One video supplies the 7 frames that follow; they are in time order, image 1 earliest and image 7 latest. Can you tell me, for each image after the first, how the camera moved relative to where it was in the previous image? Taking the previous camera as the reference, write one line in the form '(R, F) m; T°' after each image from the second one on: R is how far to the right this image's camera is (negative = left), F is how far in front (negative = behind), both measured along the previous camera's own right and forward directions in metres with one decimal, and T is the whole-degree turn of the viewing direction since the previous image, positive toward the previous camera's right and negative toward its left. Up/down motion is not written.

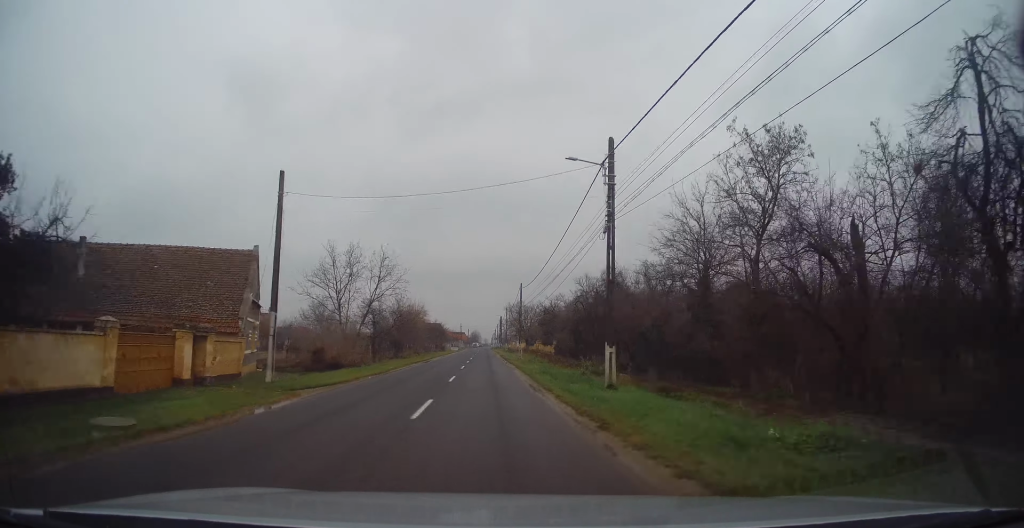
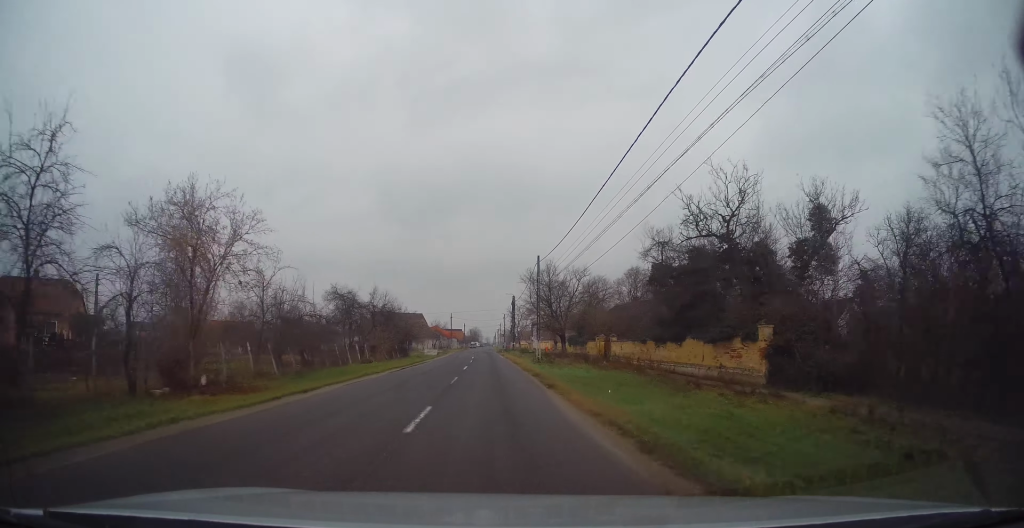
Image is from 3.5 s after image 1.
(+0.1, +54.9) m; +1°
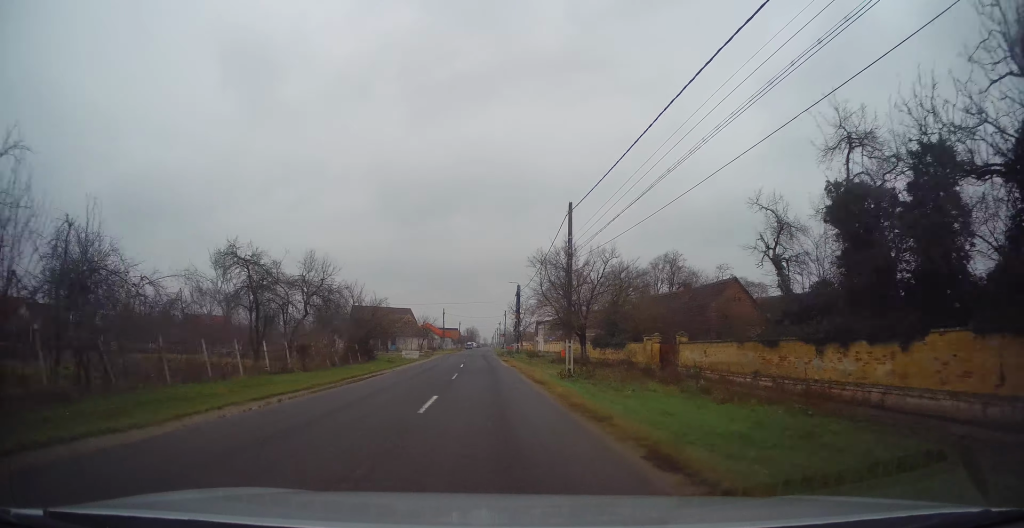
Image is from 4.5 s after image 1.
(+0.2, +15.5) m; -2°
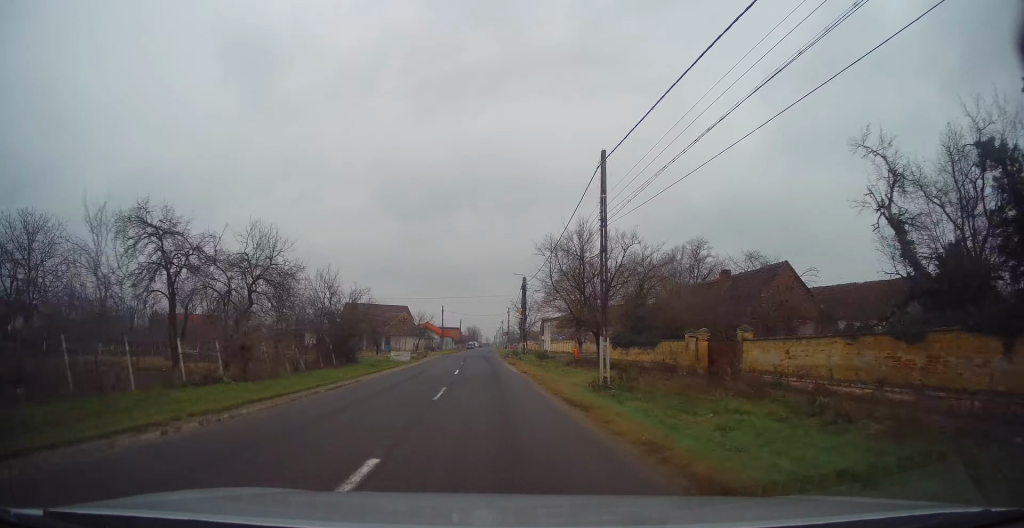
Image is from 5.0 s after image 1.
(-0.2, +6.8) m; 0°
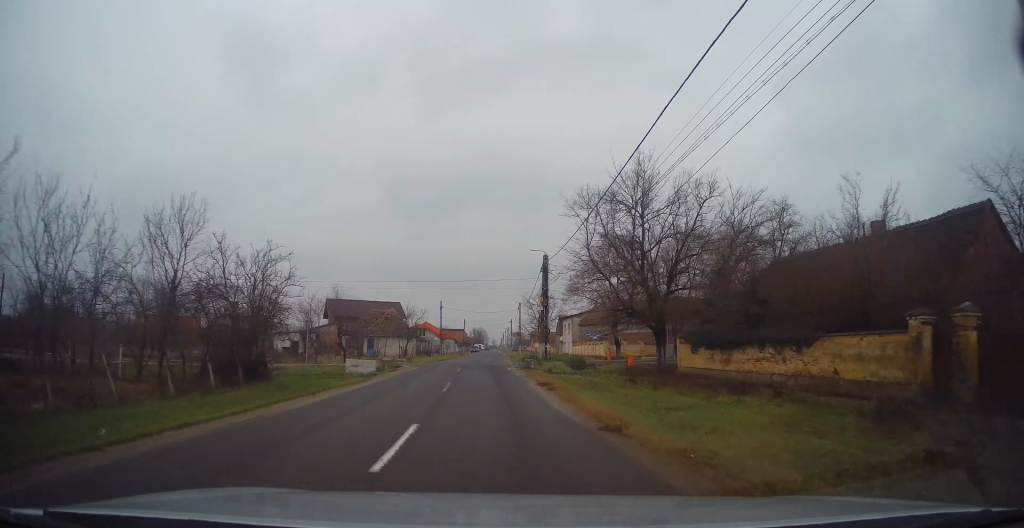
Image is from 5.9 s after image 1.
(-0.3, +15.4) m; 0°
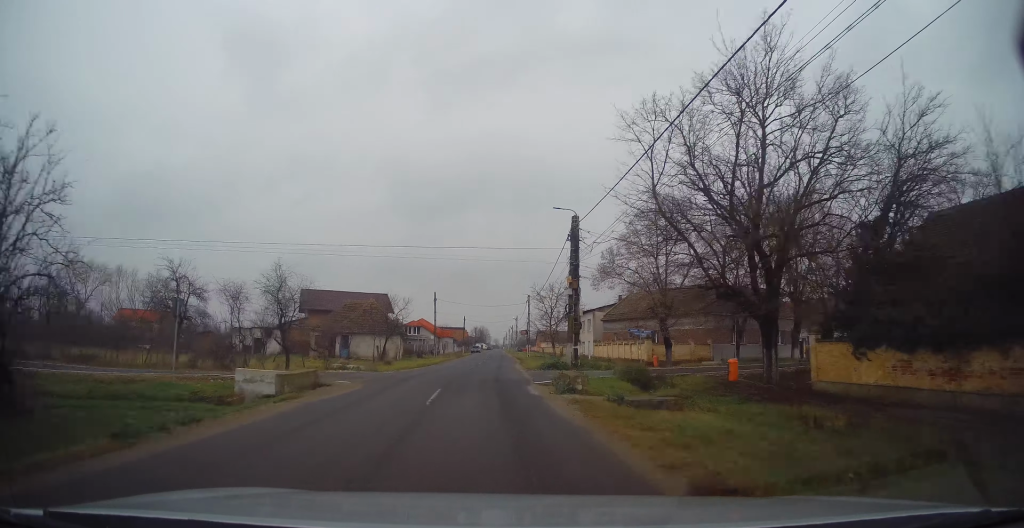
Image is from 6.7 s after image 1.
(+0.2, +12.1) m; +1°
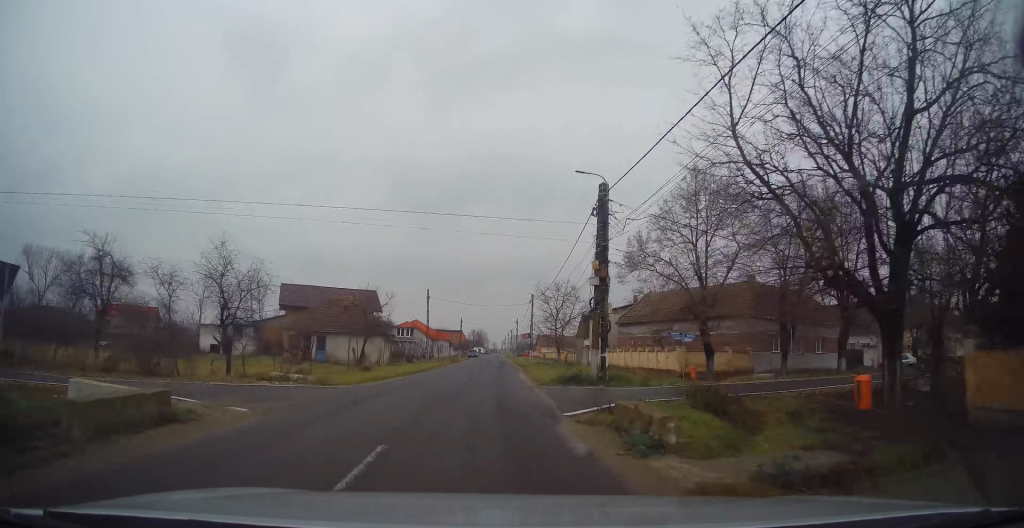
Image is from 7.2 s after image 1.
(-0.1, +7.2) m; 0°
